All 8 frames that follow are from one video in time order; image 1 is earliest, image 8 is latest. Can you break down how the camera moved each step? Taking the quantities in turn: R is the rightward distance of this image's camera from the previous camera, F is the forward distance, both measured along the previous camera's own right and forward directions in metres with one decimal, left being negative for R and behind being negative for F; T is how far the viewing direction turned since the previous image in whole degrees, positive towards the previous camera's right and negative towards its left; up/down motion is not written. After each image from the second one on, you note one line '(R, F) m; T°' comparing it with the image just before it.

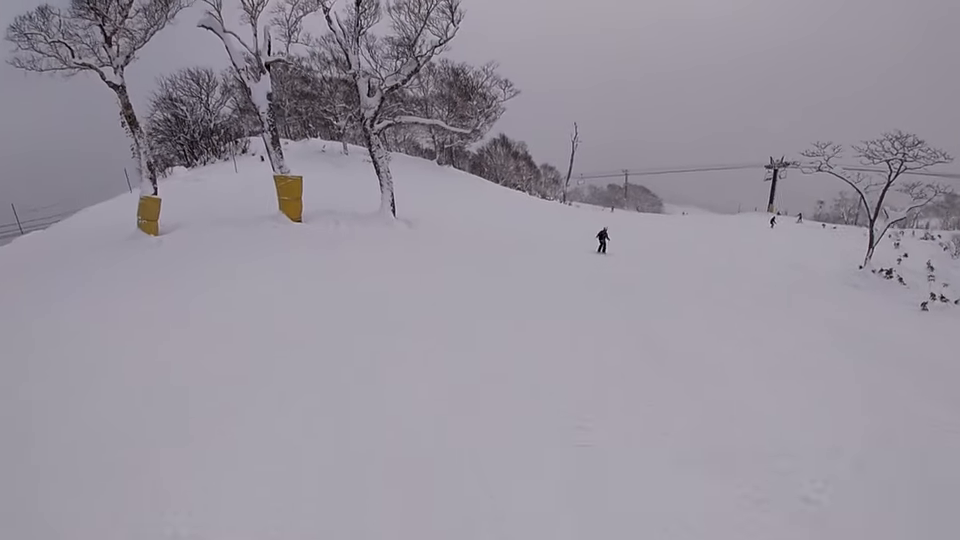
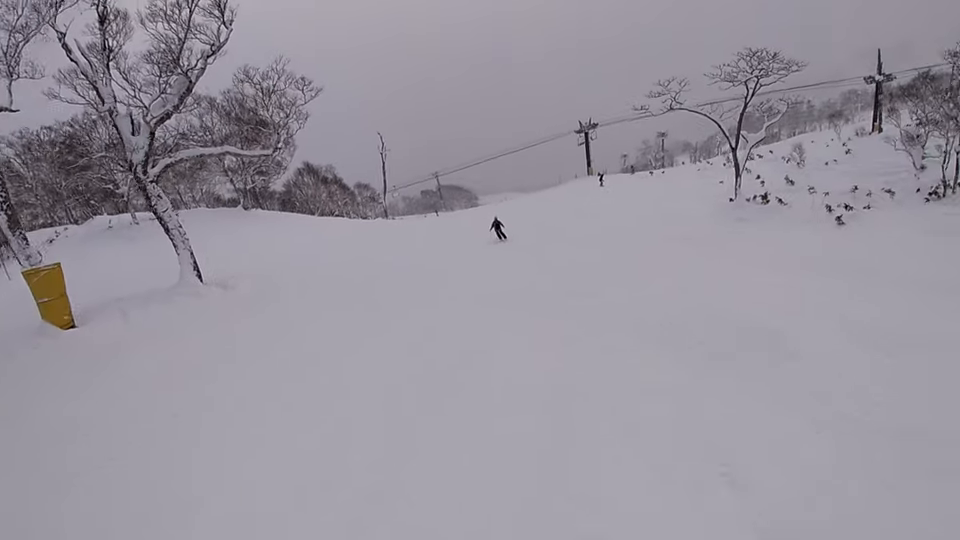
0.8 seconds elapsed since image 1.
(-0.2, +5.1) m; +12°
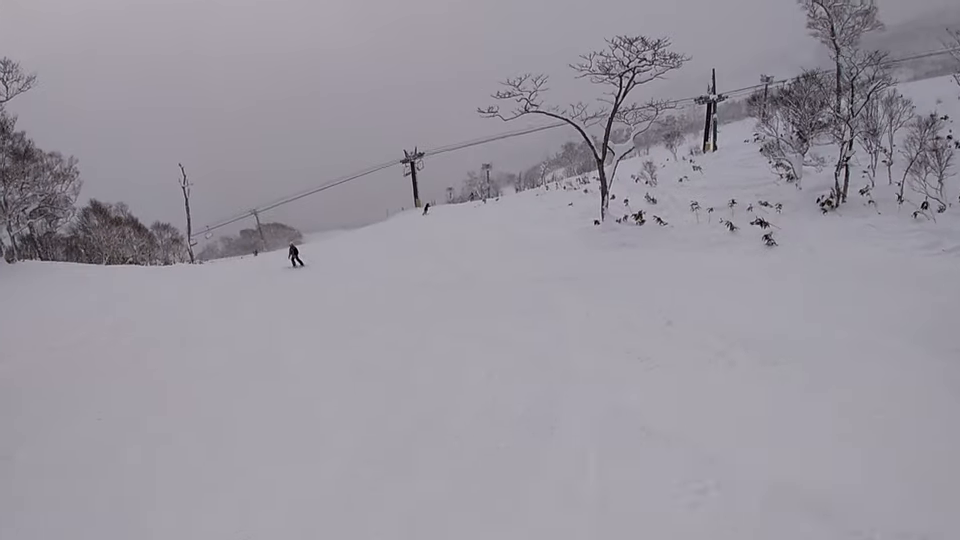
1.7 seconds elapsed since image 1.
(+1.5, +6.5) m; +23°
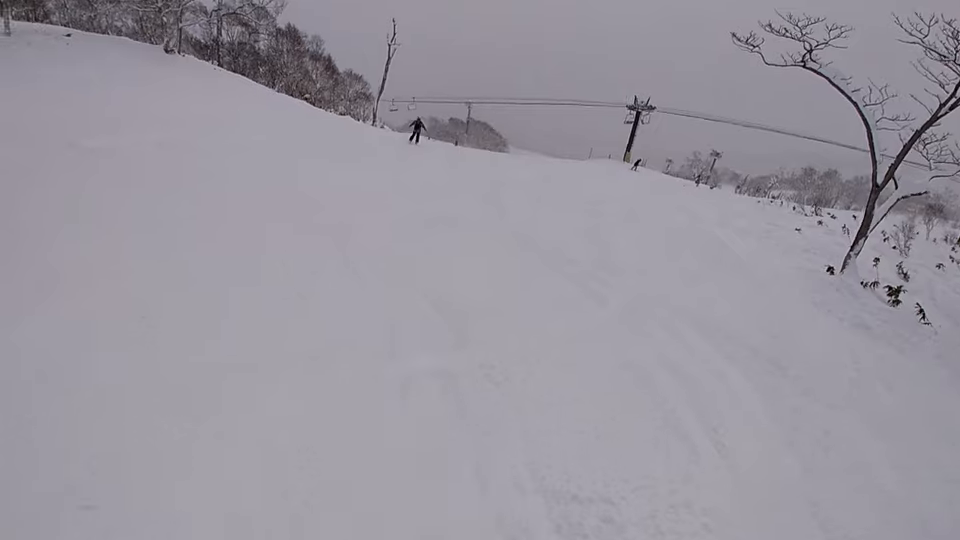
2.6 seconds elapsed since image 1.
(+1.1, +6.3) m; +2°
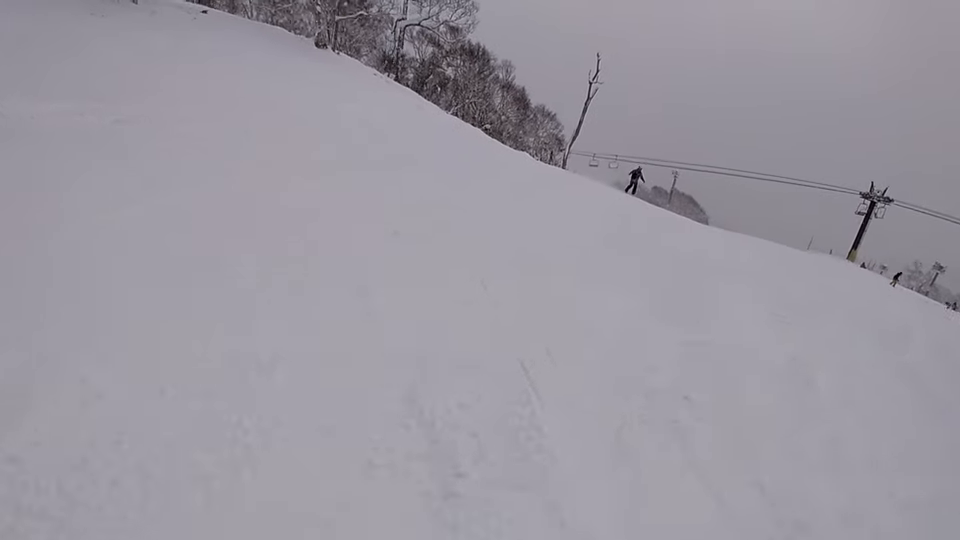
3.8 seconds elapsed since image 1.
(-1.3, +8.3) m; -24°
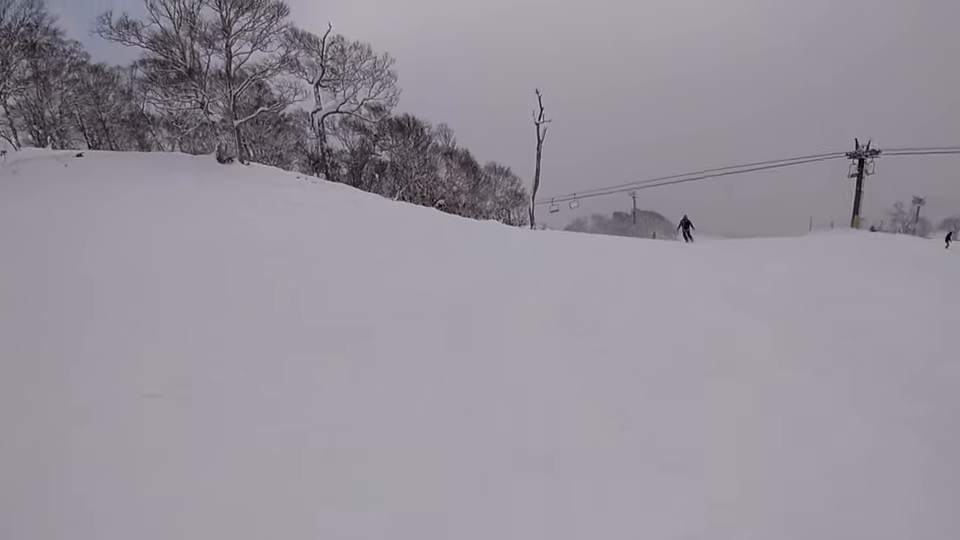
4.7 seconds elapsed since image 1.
(-1.2, +6.4) m; -6°
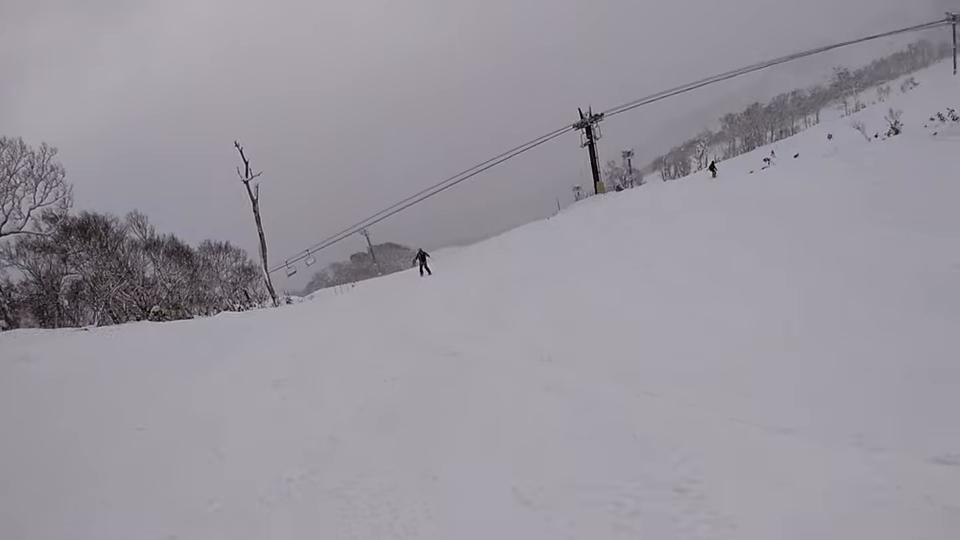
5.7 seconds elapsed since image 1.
(+0.4, +7.3) m; +18°
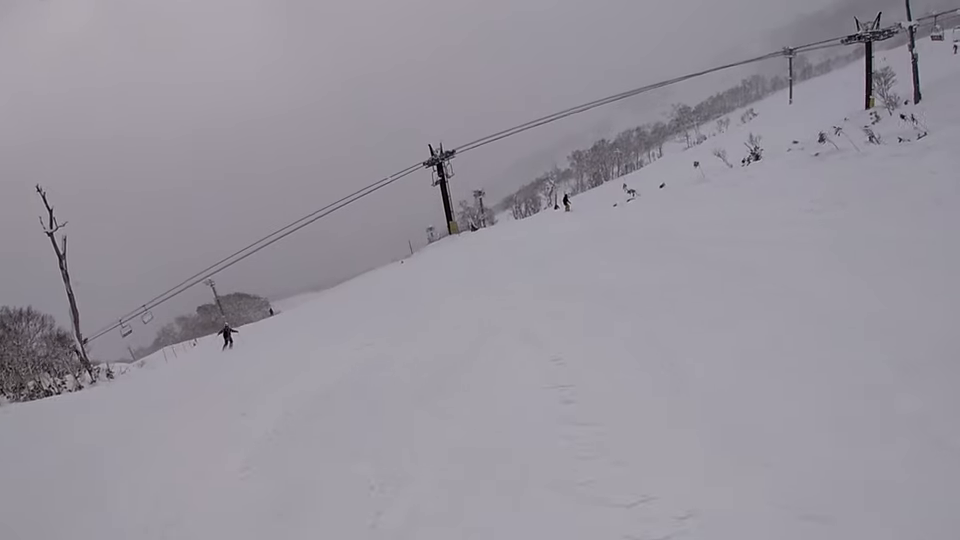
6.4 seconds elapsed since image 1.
(+0.8, +4.5) m; +13°
